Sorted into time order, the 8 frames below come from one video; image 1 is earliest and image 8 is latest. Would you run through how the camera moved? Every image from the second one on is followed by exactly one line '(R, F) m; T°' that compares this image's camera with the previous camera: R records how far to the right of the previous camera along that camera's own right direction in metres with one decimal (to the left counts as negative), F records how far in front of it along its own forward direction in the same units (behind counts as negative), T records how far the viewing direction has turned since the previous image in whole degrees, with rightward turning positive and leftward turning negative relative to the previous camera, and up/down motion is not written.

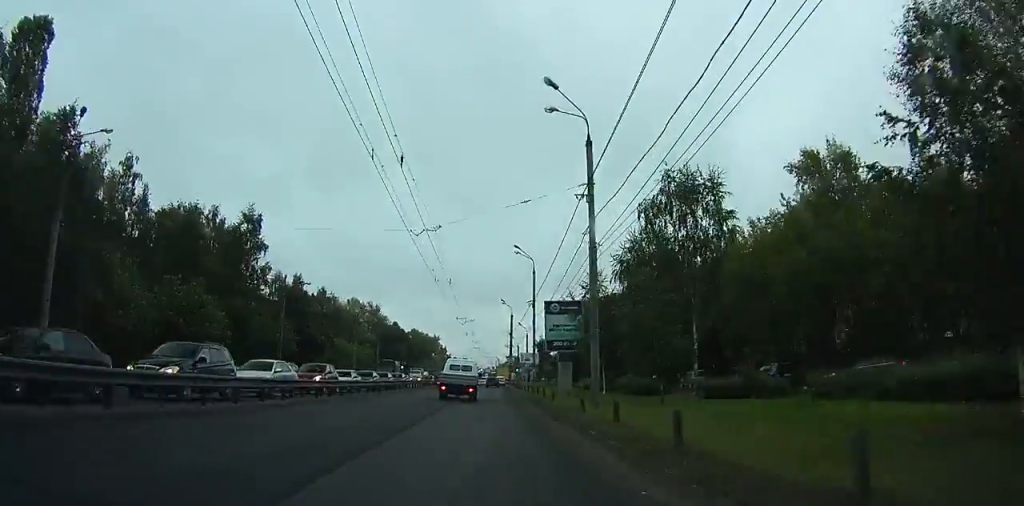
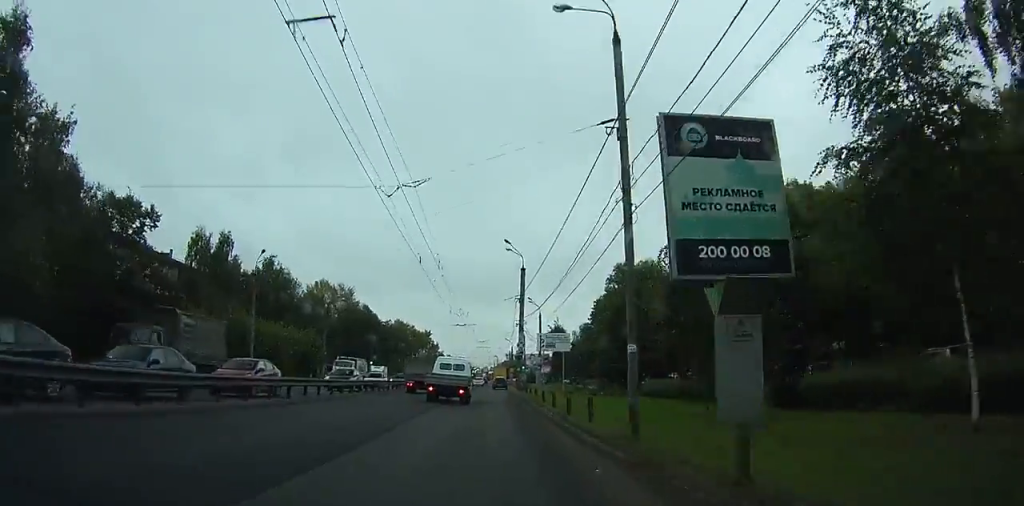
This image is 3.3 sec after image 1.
(+0.7, +37.4) m; +1°
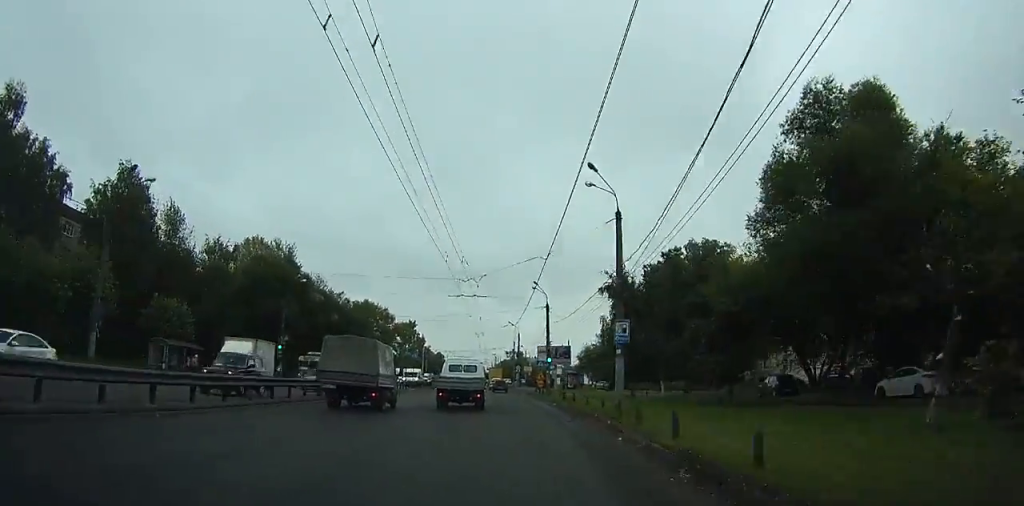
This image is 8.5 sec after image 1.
(-0.4, +54.1) m; 0°
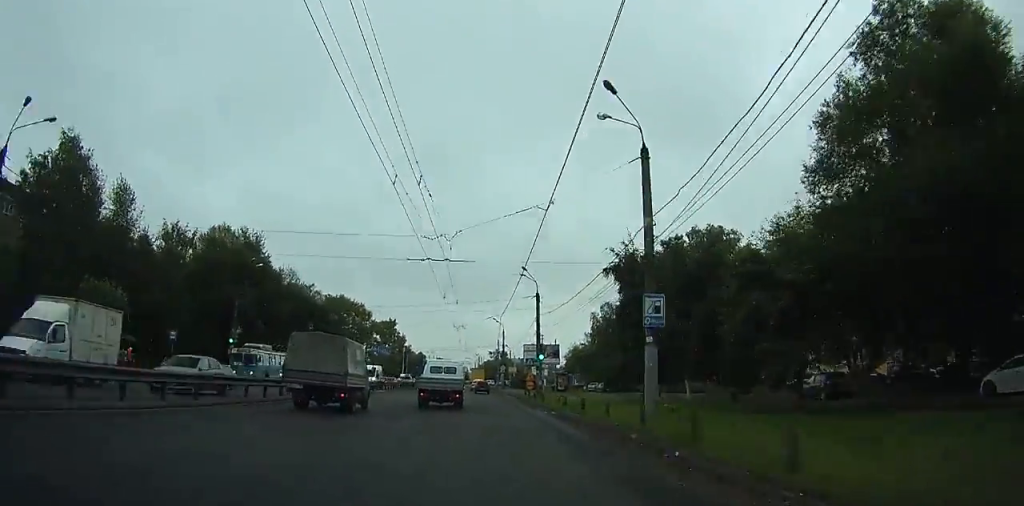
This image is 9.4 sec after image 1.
(0.0, +8.8) m; 0°
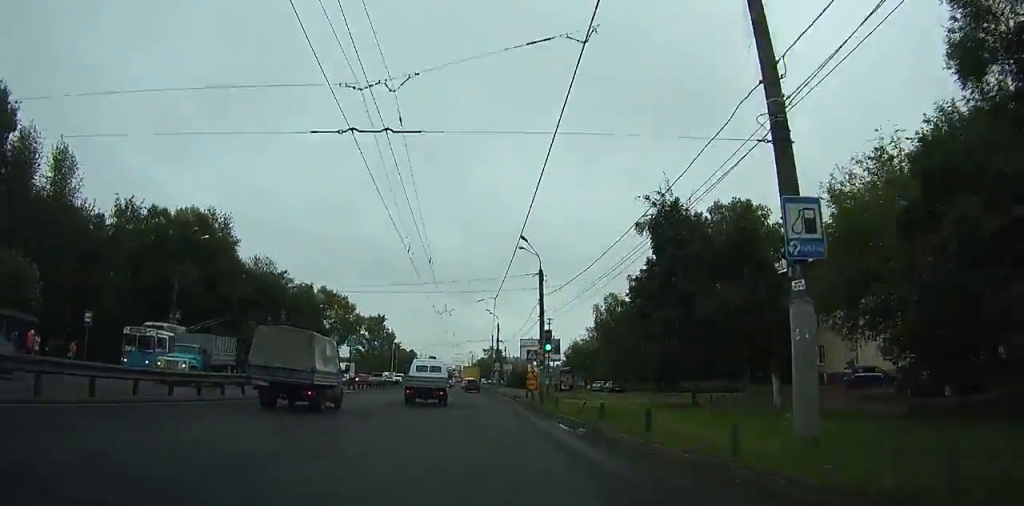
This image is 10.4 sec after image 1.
(0.0, +10.5) m; 0°
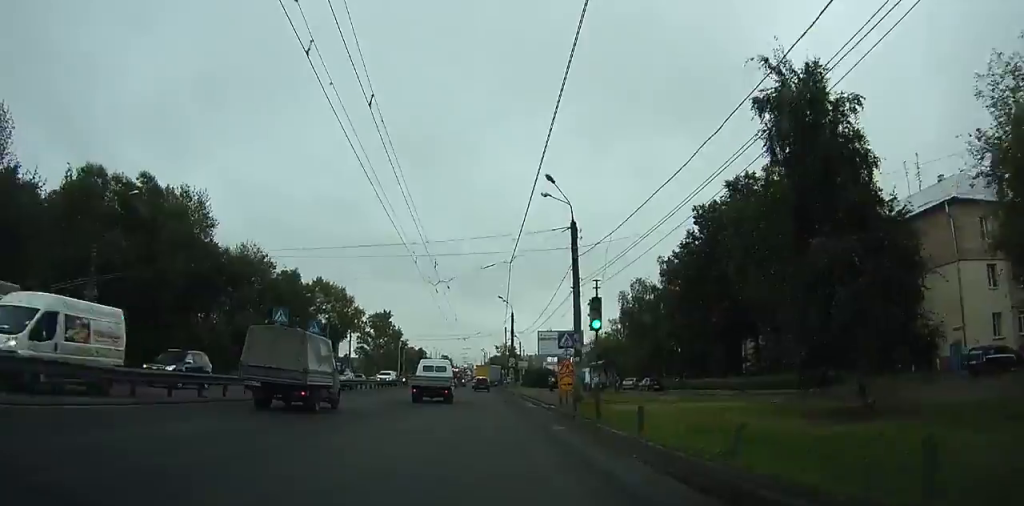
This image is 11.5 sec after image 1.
(0.0, +12.6) m; 0°
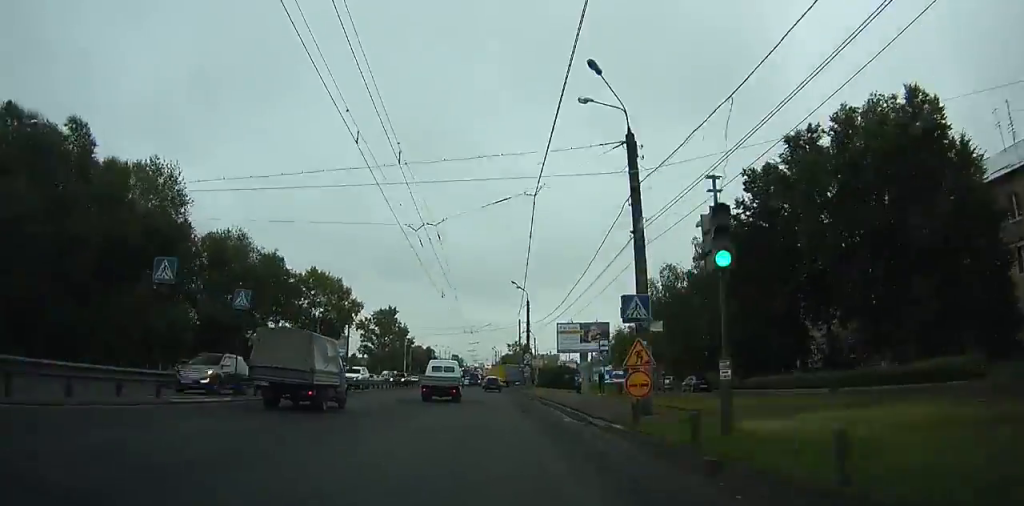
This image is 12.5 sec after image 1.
(0.0, +11.3) m; 0°
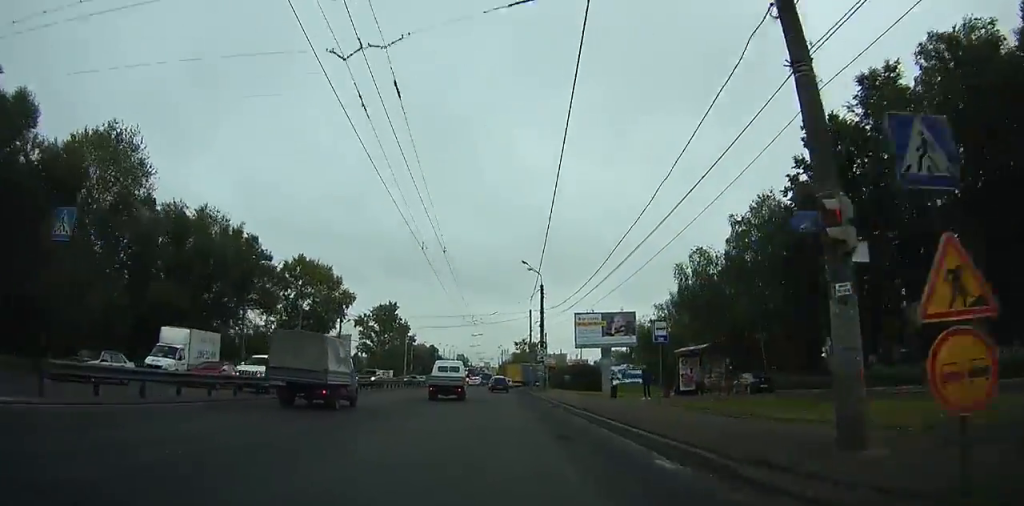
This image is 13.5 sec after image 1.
(+0.1, +10.7) m; -1°
